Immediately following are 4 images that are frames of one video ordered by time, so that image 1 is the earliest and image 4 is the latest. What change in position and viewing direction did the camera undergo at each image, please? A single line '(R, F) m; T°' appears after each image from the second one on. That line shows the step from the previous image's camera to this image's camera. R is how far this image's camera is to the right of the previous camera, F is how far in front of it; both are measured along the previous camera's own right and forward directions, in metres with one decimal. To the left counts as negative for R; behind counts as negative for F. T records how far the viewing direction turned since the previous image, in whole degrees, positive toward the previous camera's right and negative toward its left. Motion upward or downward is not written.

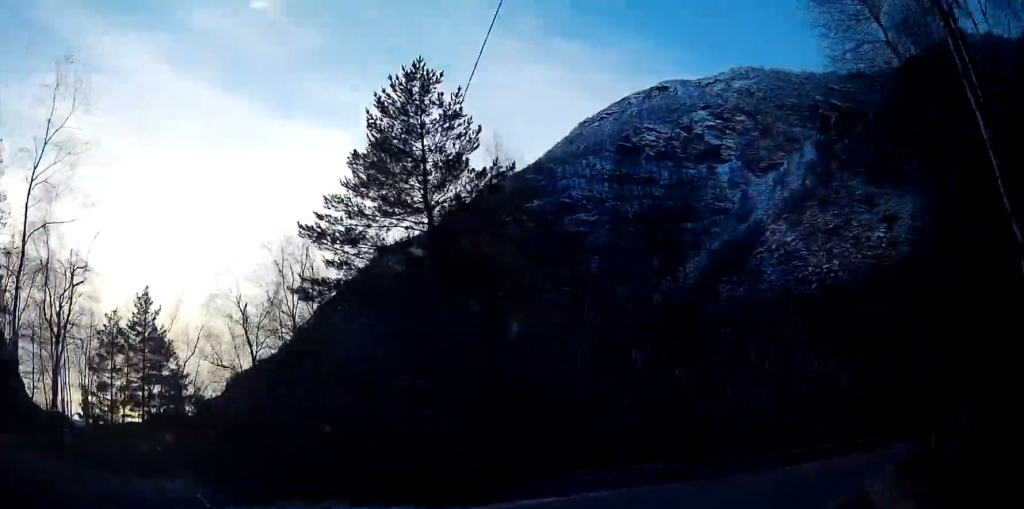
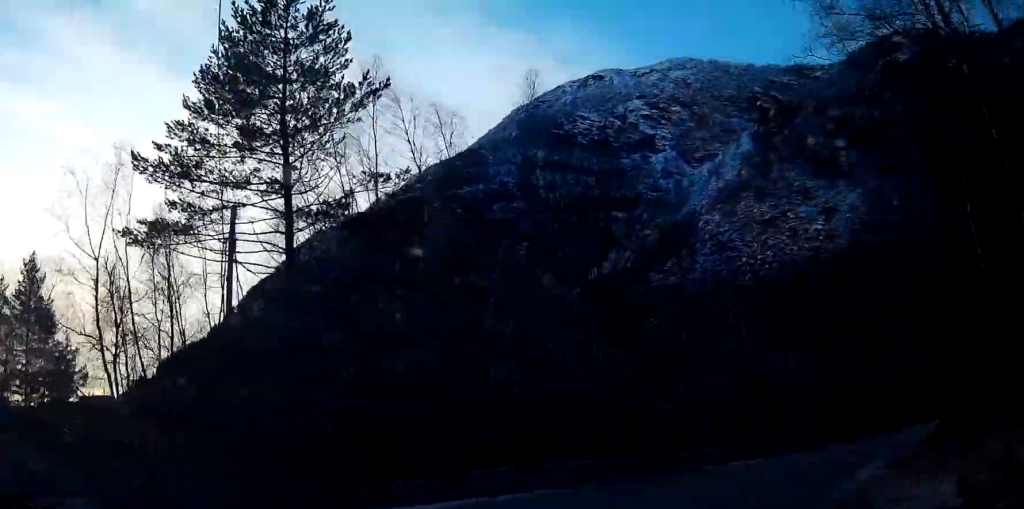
(+0.1, +5.4) m; +7°
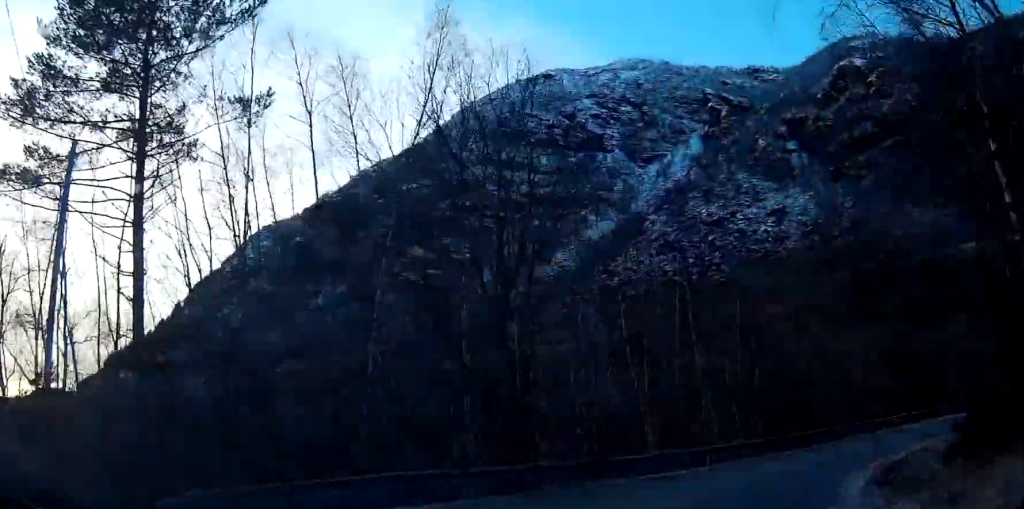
(+0.4, +4.2) m; +5°
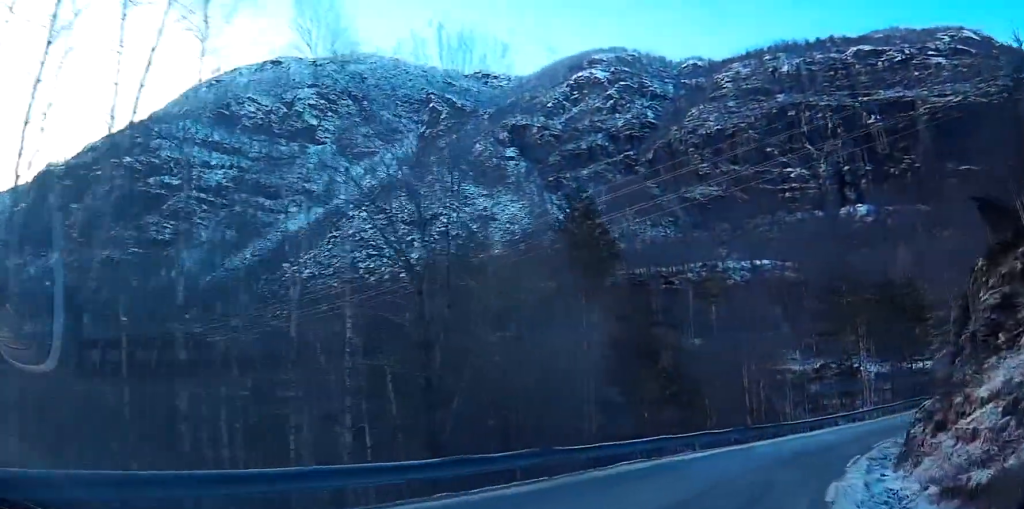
(+3.8, +19.9) m; +20°
